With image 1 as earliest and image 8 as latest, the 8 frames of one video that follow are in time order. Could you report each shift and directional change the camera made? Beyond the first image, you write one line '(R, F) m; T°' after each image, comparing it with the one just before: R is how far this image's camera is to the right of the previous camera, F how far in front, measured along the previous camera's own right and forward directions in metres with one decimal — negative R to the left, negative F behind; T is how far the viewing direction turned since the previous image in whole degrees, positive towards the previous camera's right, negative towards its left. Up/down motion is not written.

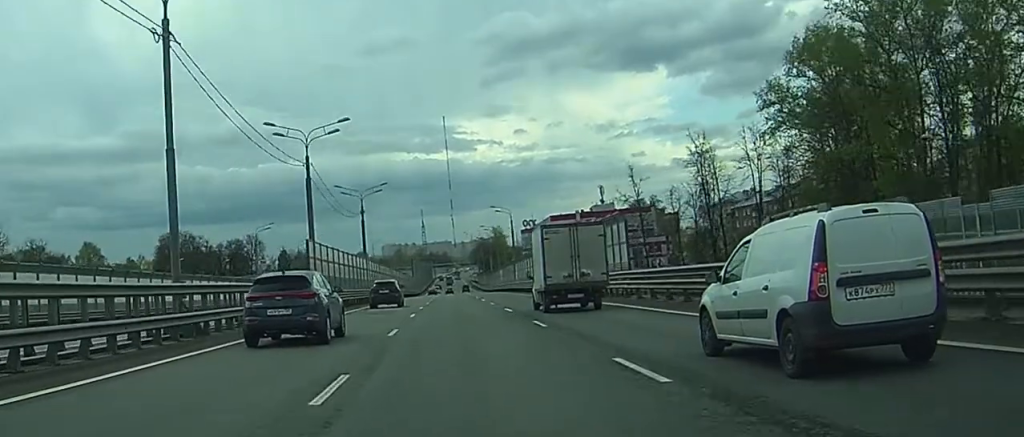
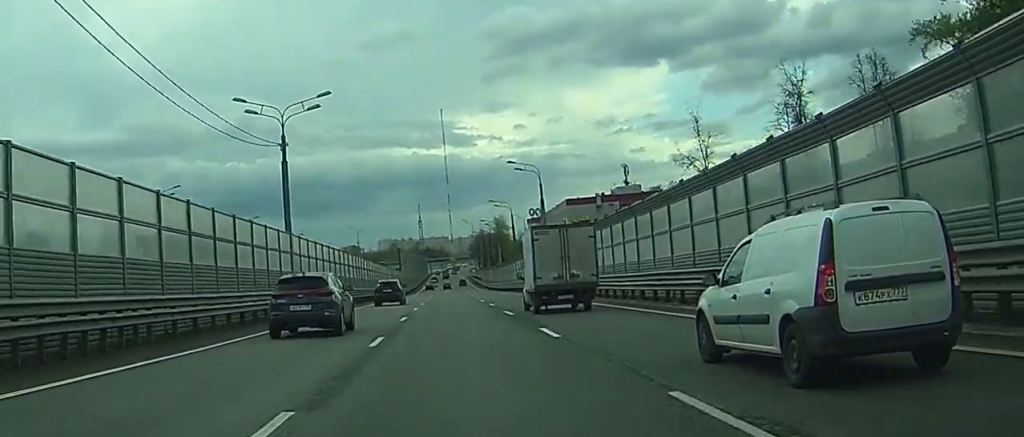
(+0.5, +42.8) m; +1°
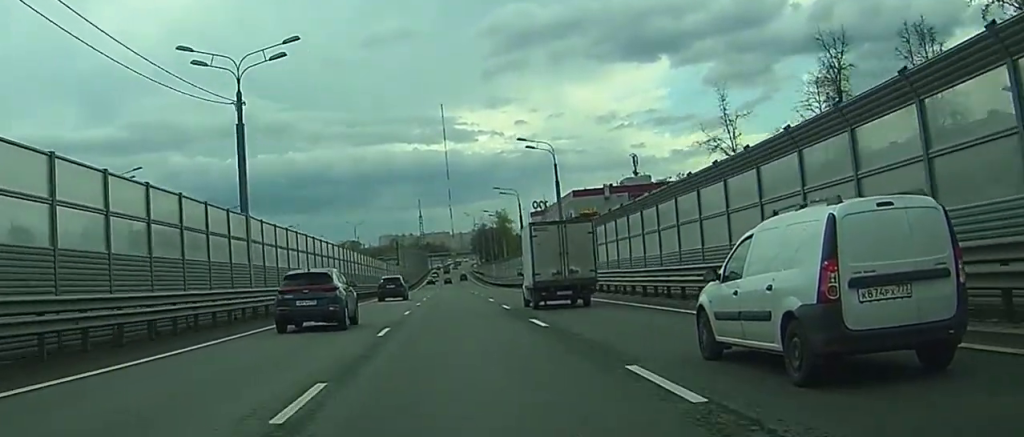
(+0.1, +10.5) m; +1°
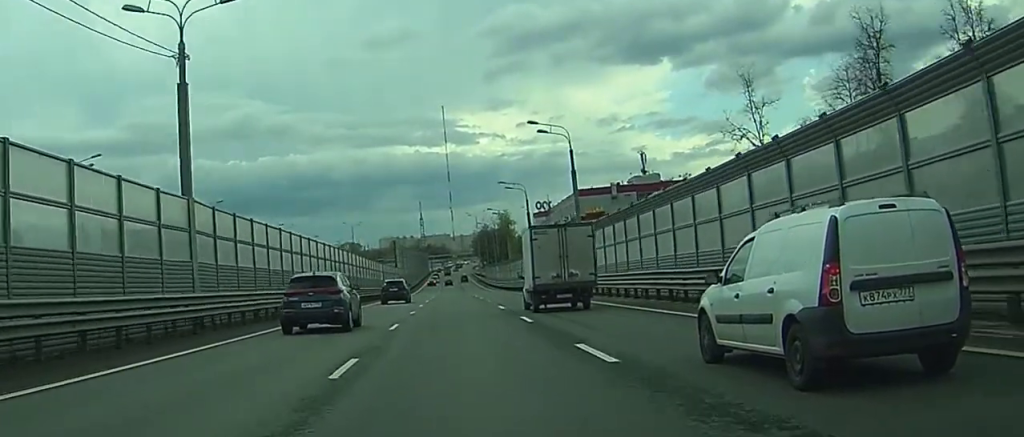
(+0.1, +8.5) m; +1°
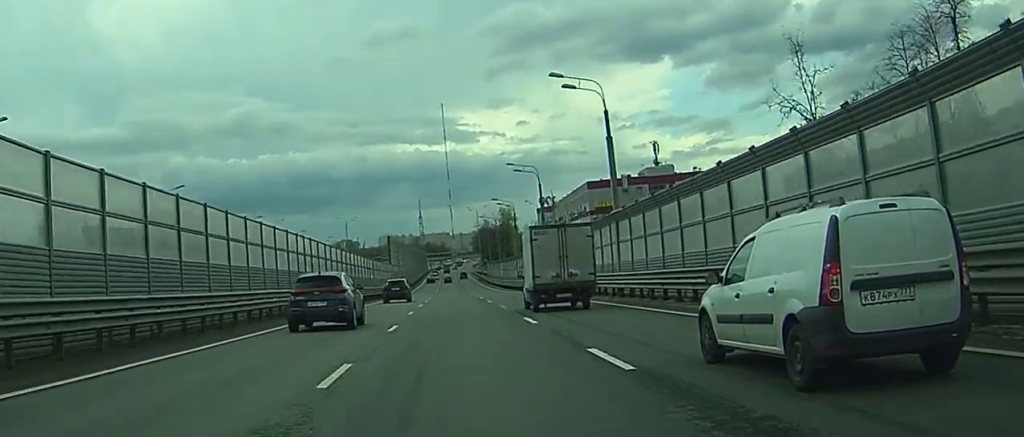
(+0.1, +13.6) m; 0°
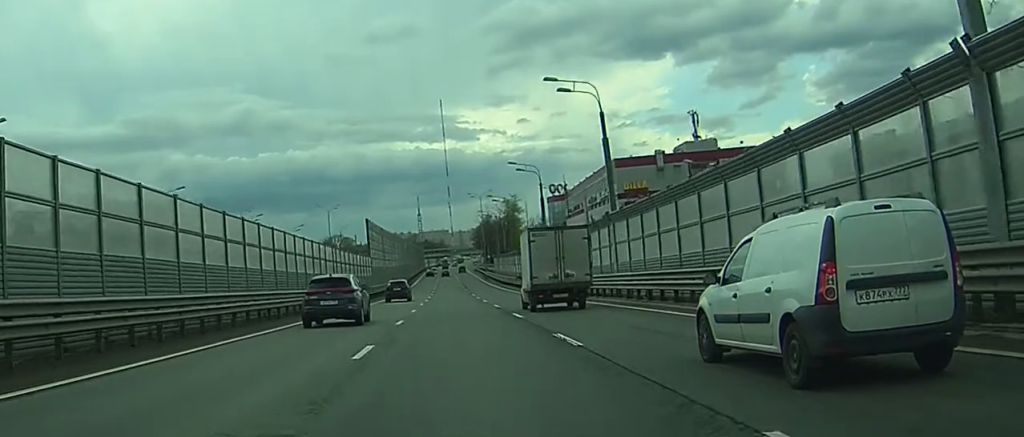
(-0.1, +32.7) m; +2°
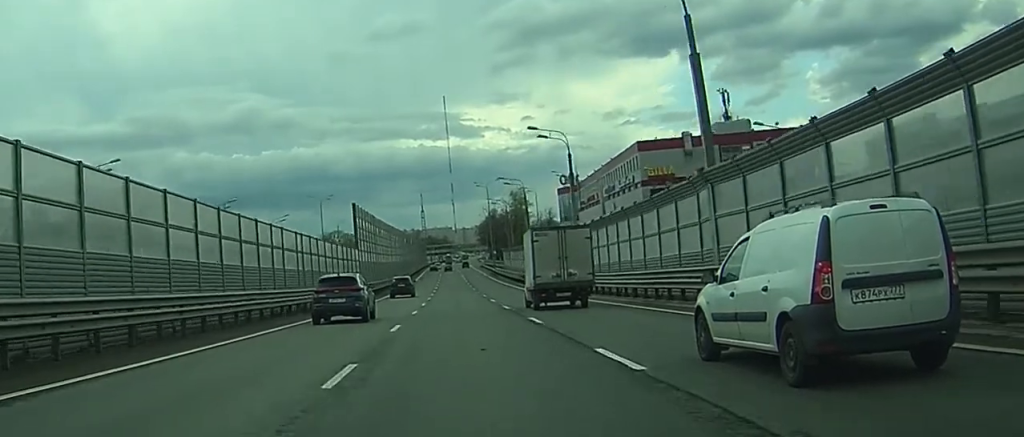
(+0.6, +16.4) m; +3°
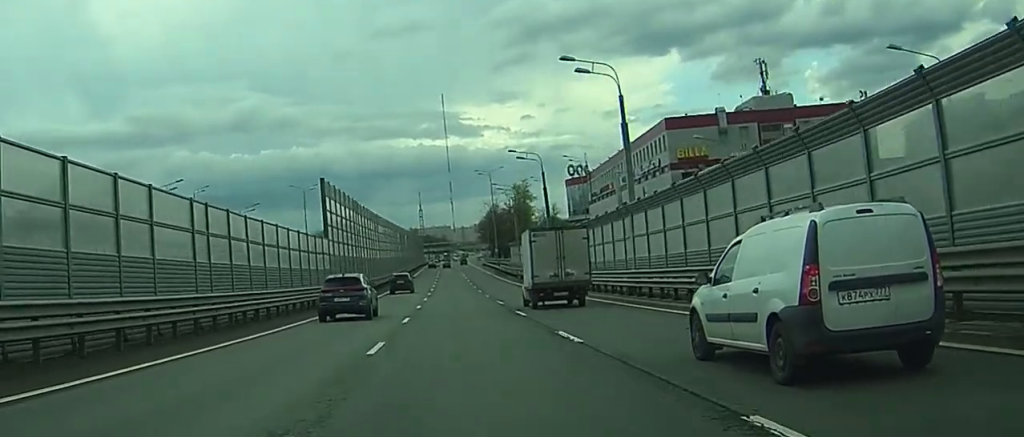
(+0.4, +18.9) m; -1°
